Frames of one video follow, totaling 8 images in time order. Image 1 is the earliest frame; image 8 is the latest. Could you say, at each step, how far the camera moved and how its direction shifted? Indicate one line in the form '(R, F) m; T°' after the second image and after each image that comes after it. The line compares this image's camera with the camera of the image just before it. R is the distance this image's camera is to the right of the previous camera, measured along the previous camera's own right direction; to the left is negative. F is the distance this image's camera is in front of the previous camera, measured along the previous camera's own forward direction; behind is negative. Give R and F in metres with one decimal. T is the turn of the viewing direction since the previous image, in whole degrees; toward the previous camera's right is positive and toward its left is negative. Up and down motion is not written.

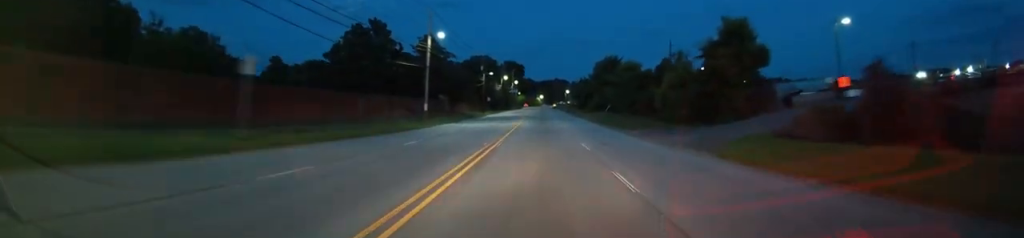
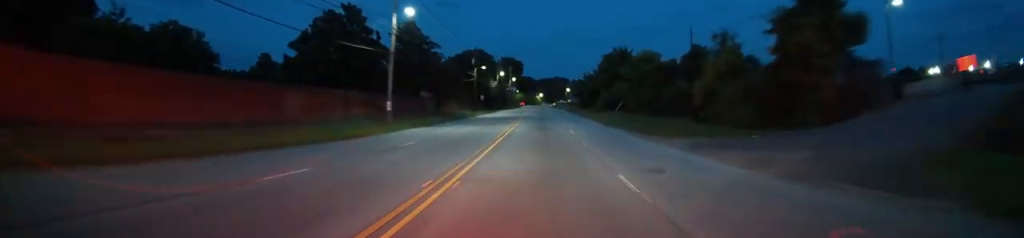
(+0.1, +12.8) m; 0°
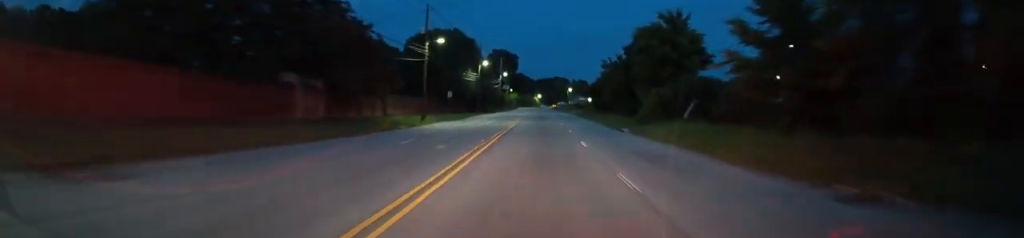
(-0.1, +36.5) m; 0°
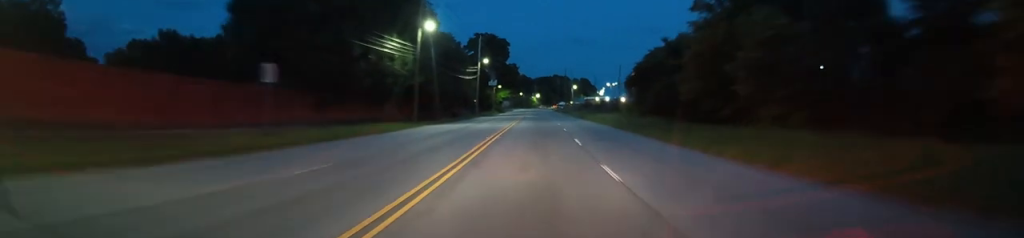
(+0.3, +46.7) m; 0°
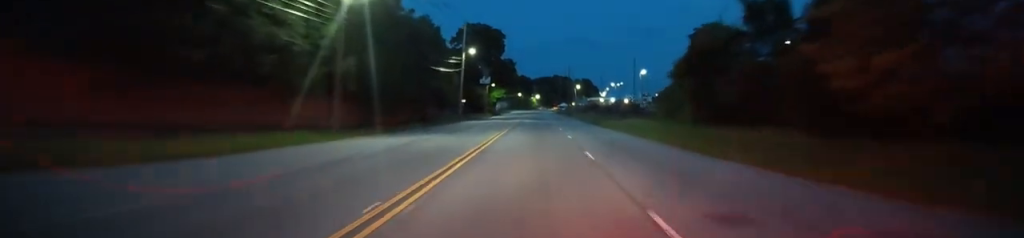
(-0.1, +19.5) m; 0°
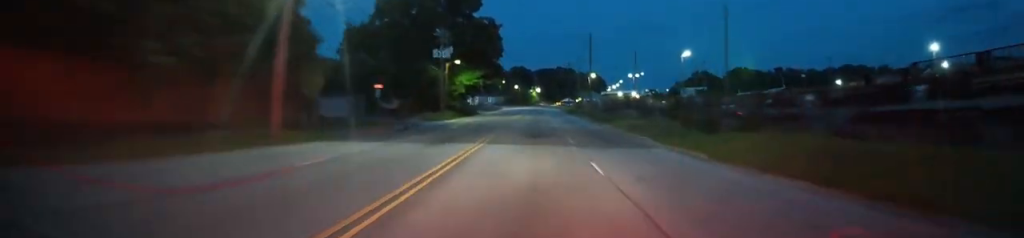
(+0.1, +53.8) m; 0°
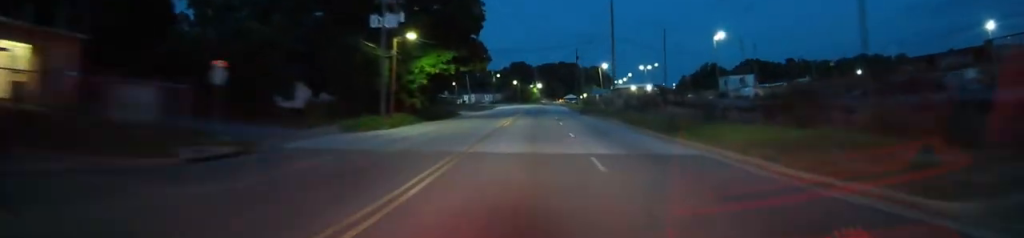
(0.0, +24.4) m; 0°
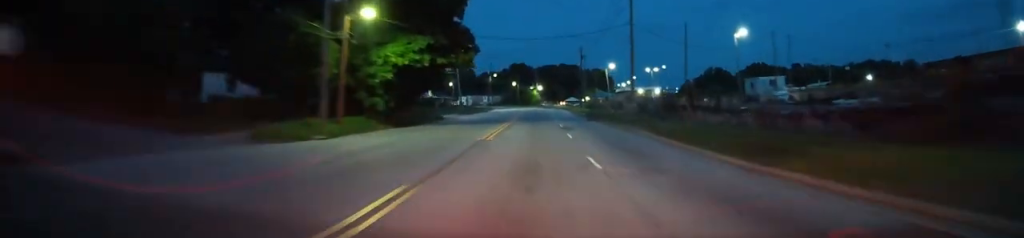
(0.0, +11.3) m; 0°
